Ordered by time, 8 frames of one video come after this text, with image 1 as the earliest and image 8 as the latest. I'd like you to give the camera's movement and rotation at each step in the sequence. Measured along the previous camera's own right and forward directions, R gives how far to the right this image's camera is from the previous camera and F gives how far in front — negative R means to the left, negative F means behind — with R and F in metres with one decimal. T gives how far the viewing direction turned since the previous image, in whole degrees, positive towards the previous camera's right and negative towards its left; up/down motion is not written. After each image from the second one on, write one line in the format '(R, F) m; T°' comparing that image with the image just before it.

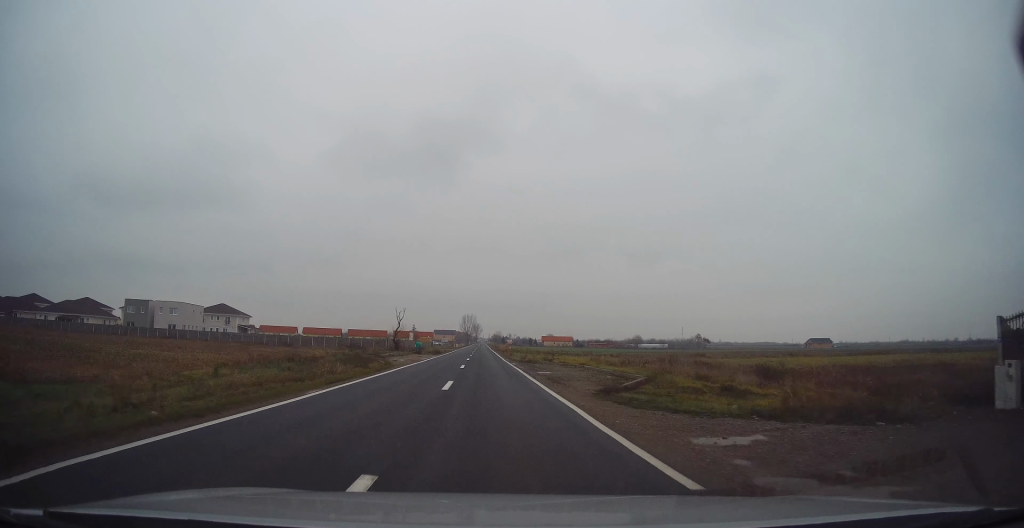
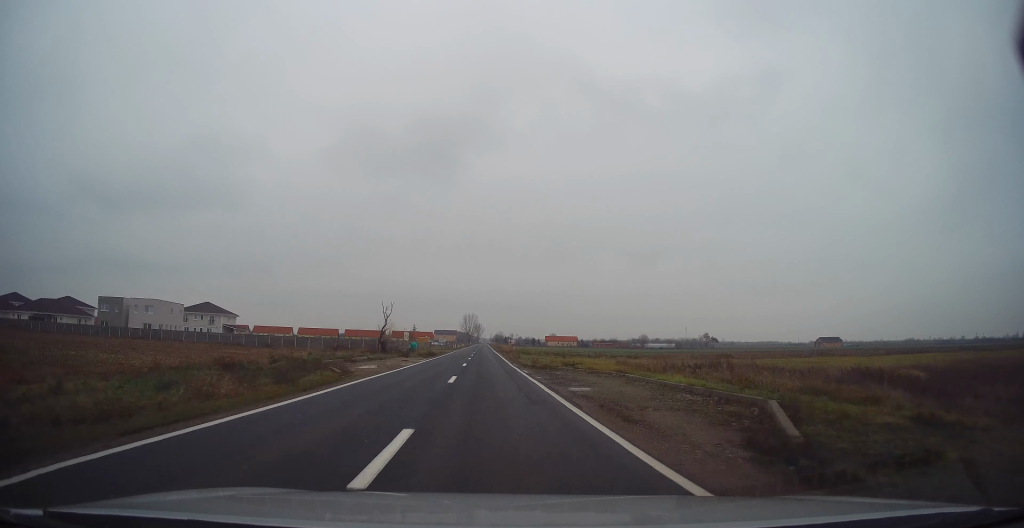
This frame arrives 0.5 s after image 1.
(0.0, +9.2) m; 0°
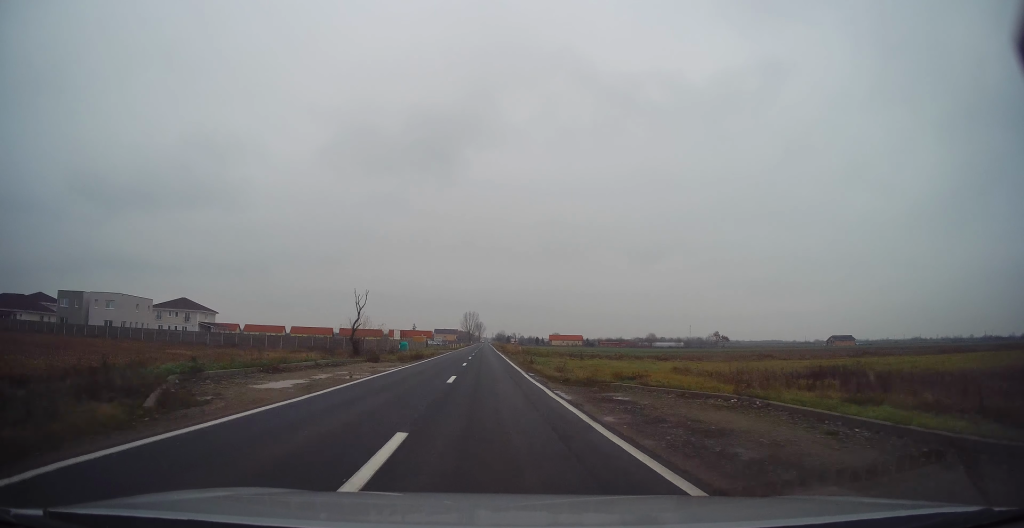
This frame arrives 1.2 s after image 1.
(0.0, +12.3) m; -1°
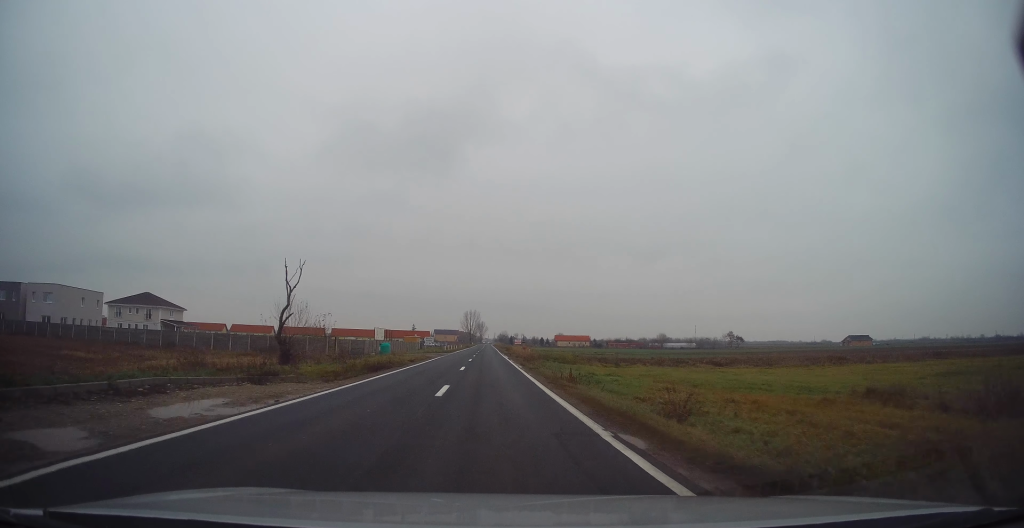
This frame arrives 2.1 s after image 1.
(-0.2, +15.4) m; 0°
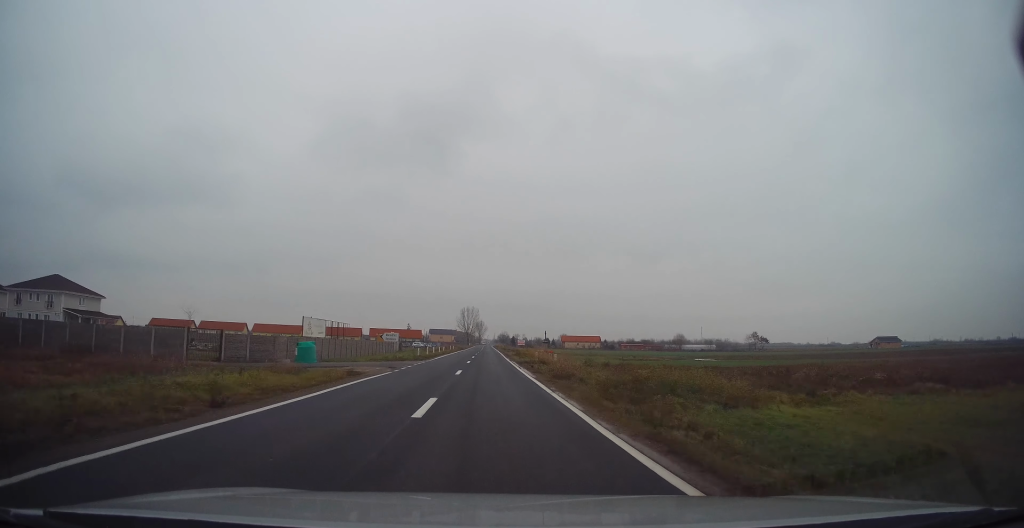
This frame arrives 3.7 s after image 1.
(+0.2, +27.4) m; +1°
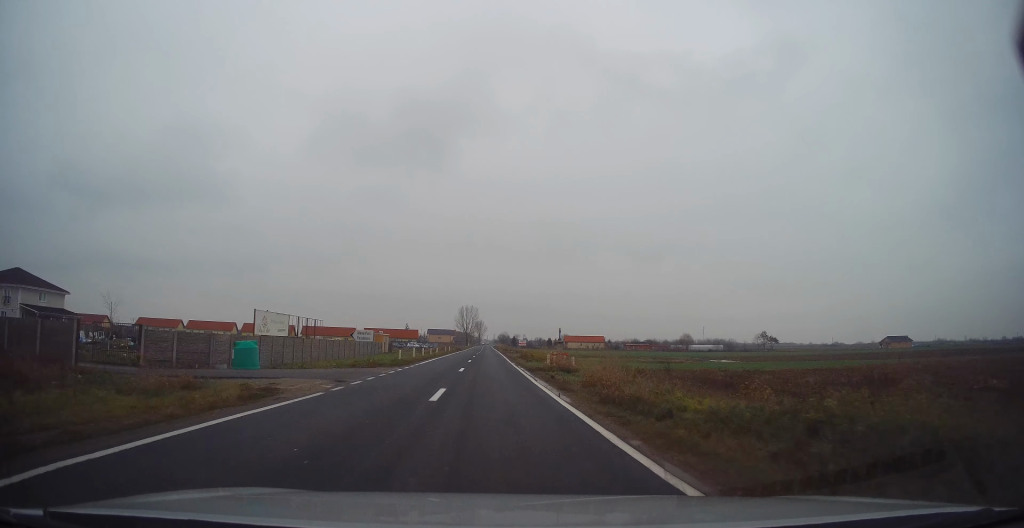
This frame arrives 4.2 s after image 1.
(0.0, +8.8) m; -1°
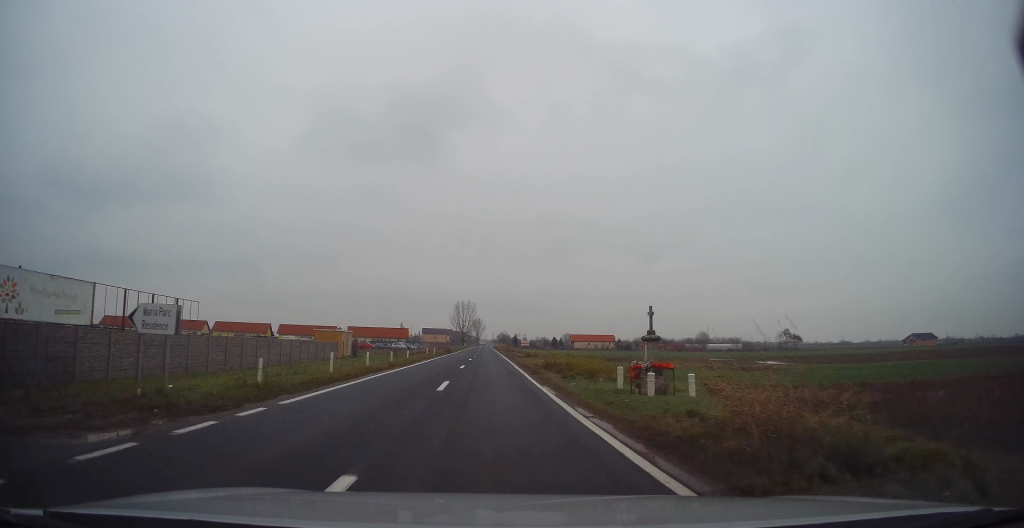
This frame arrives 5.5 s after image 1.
(-0.3, +21.3) m; 0°
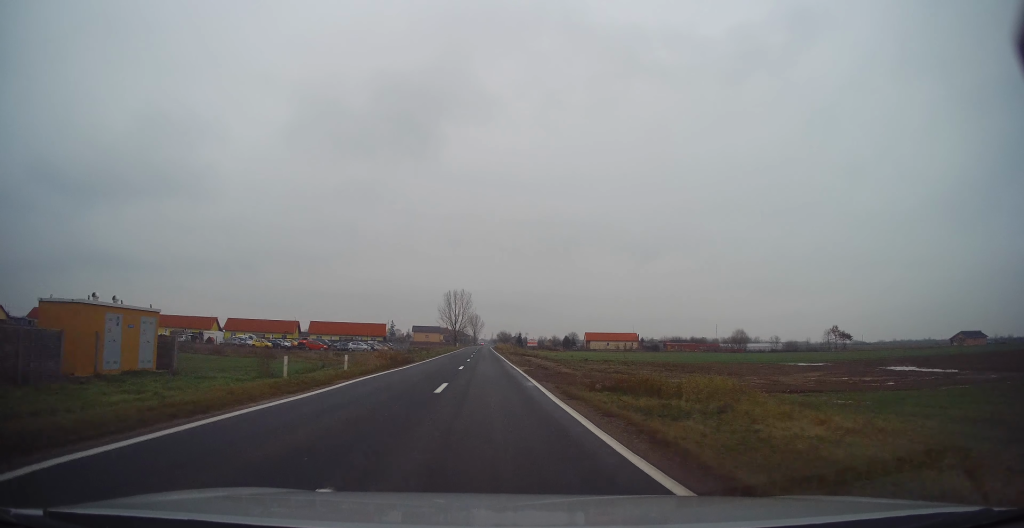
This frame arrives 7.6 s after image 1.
(+0.7, +36.8) m; 0°
